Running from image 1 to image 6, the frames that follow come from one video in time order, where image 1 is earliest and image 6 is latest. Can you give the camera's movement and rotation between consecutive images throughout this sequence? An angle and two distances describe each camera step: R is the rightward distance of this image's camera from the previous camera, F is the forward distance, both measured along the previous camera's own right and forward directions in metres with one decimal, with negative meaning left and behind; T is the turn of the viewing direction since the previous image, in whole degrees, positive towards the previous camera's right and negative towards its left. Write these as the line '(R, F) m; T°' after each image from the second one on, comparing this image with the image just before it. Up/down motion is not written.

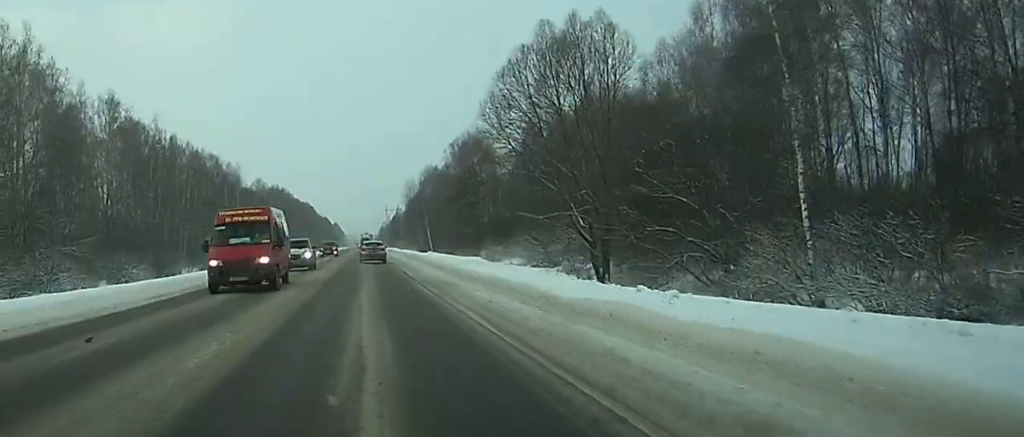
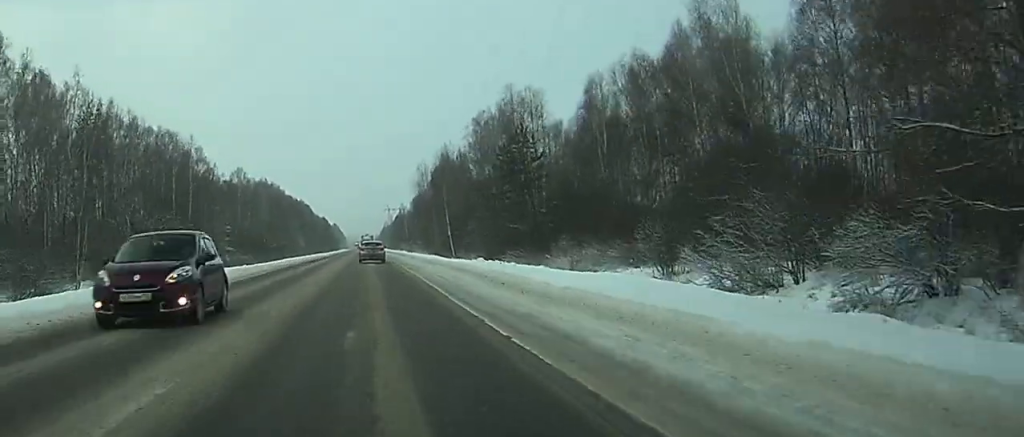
(0.0, +40.5) m; 0°
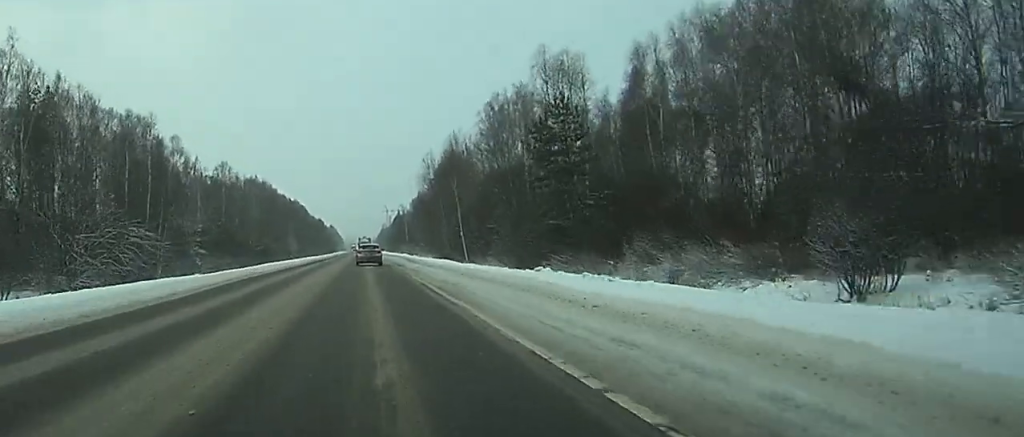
(0.0, +20.0) m; 0°
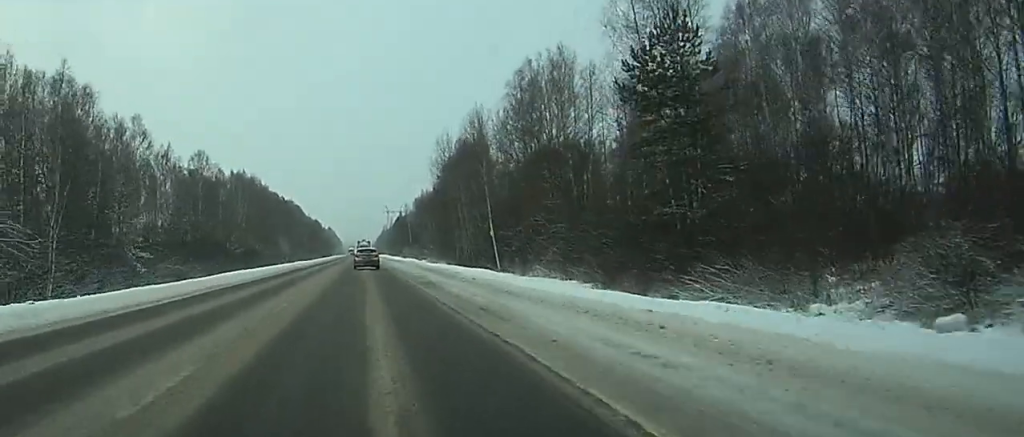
(0.0, +26.8) m; 0°
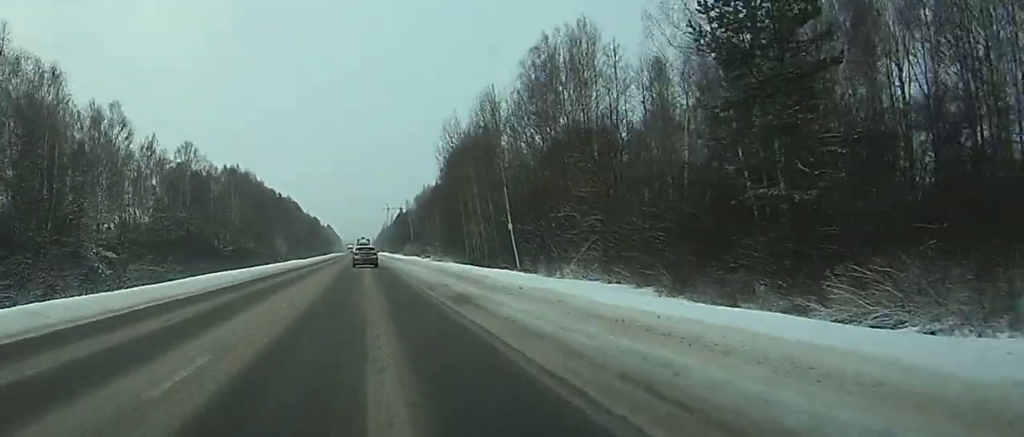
(0.0, +11.0) m; 0°
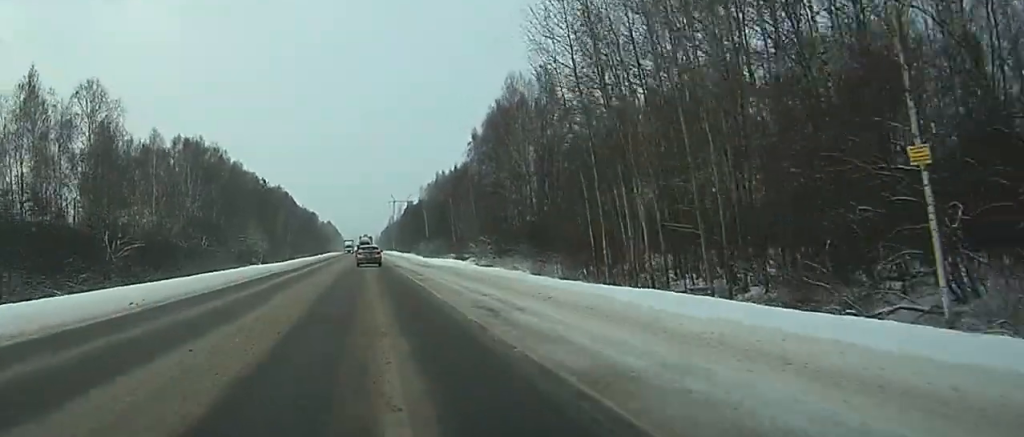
(-0.1, +56.0) m; 0°
